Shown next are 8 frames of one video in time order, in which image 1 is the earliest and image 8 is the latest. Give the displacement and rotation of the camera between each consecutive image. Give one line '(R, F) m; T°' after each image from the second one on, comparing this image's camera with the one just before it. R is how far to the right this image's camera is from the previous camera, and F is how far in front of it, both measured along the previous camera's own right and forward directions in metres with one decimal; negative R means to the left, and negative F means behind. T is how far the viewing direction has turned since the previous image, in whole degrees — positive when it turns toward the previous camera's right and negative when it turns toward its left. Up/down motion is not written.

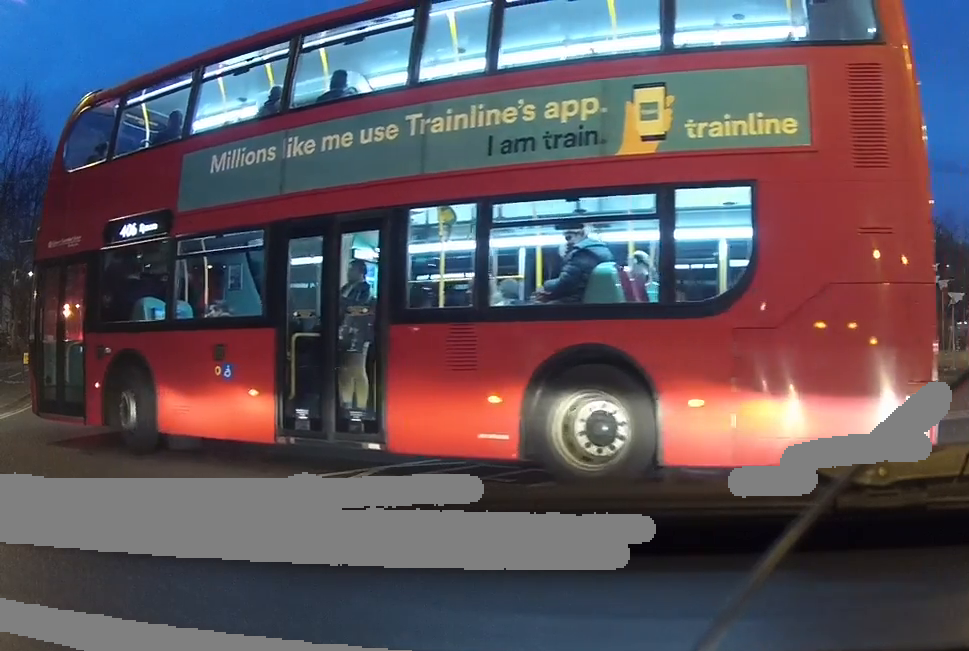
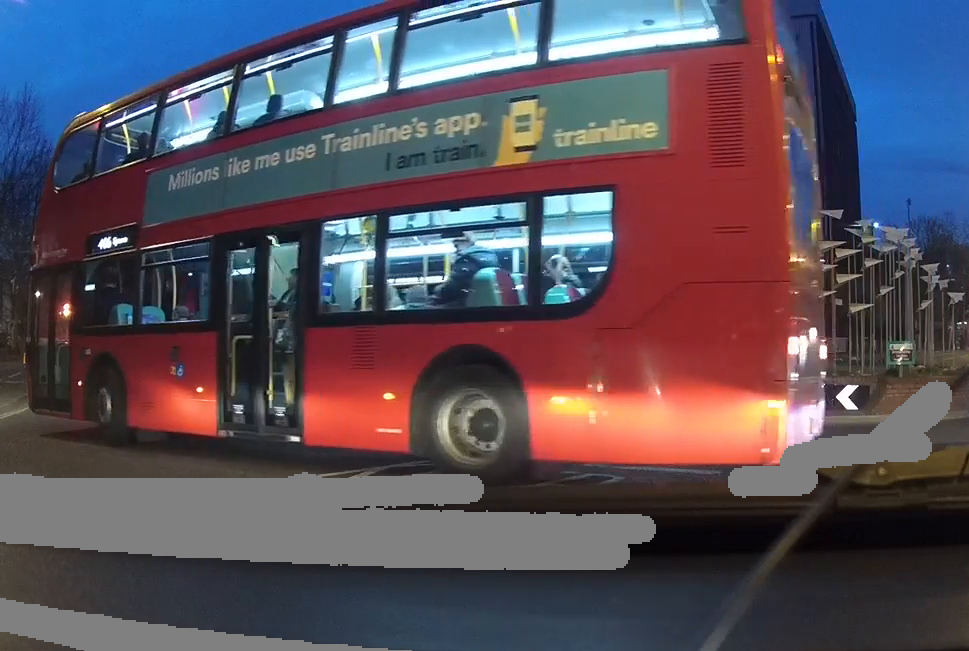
(0.0, 0.0) m; 0°
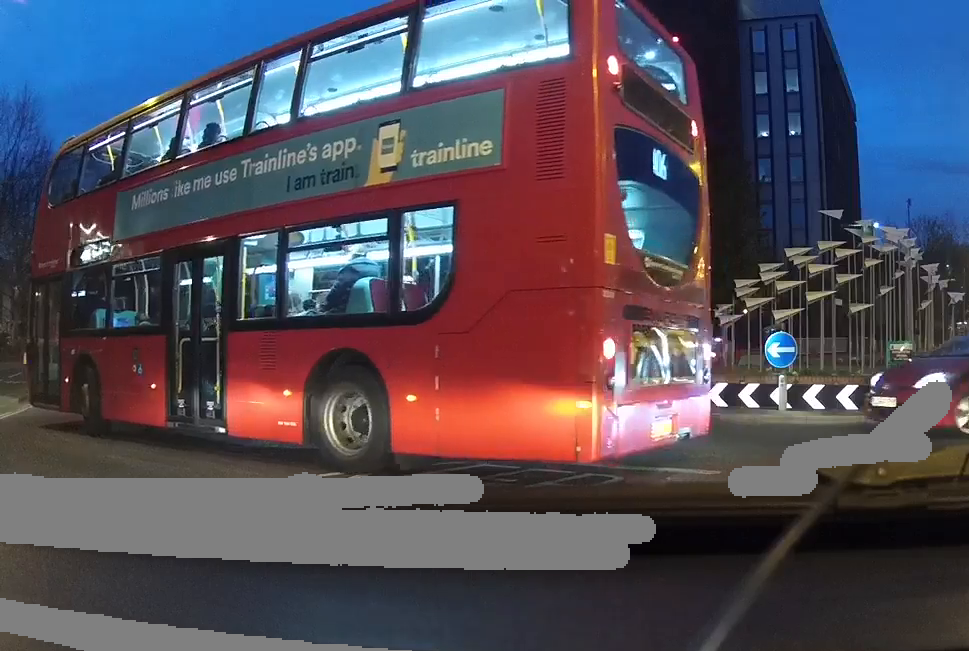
(0.0, 0.0) m; 0°
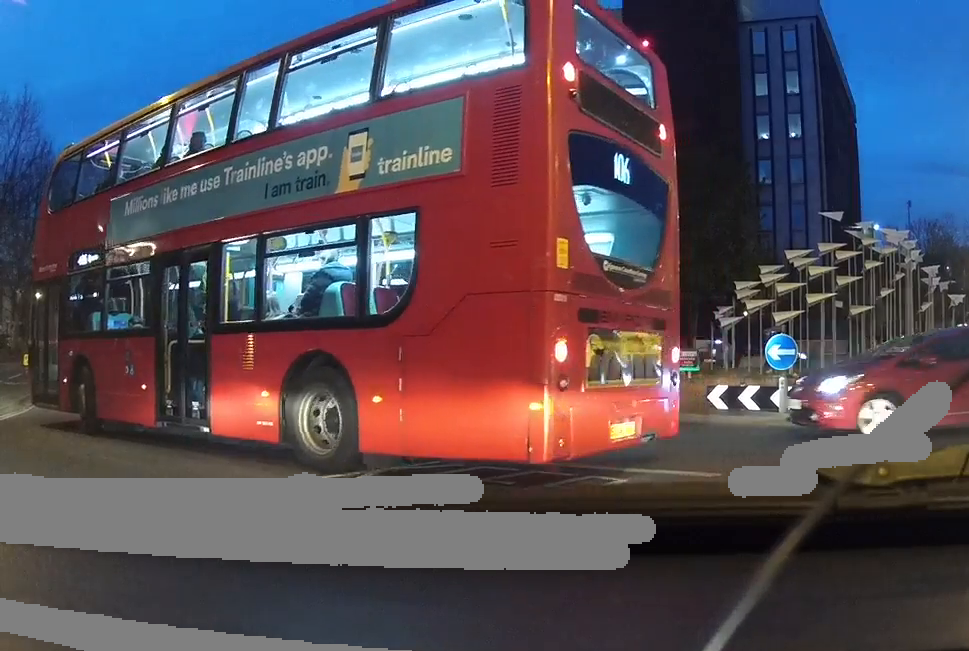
(0.0, 0.0) m; 0°
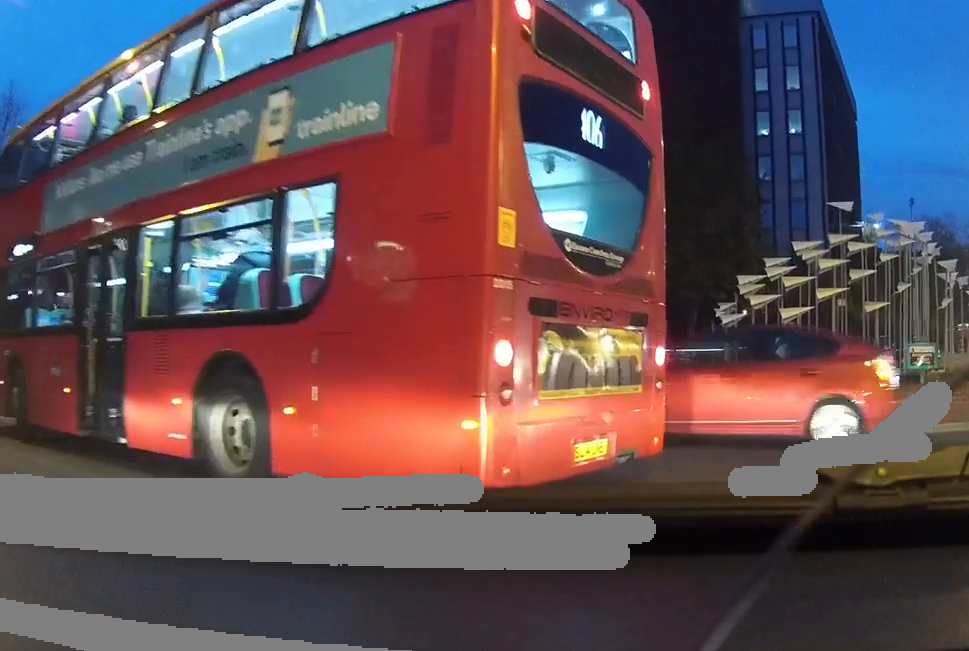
(0.0, 0.0) m; 0°
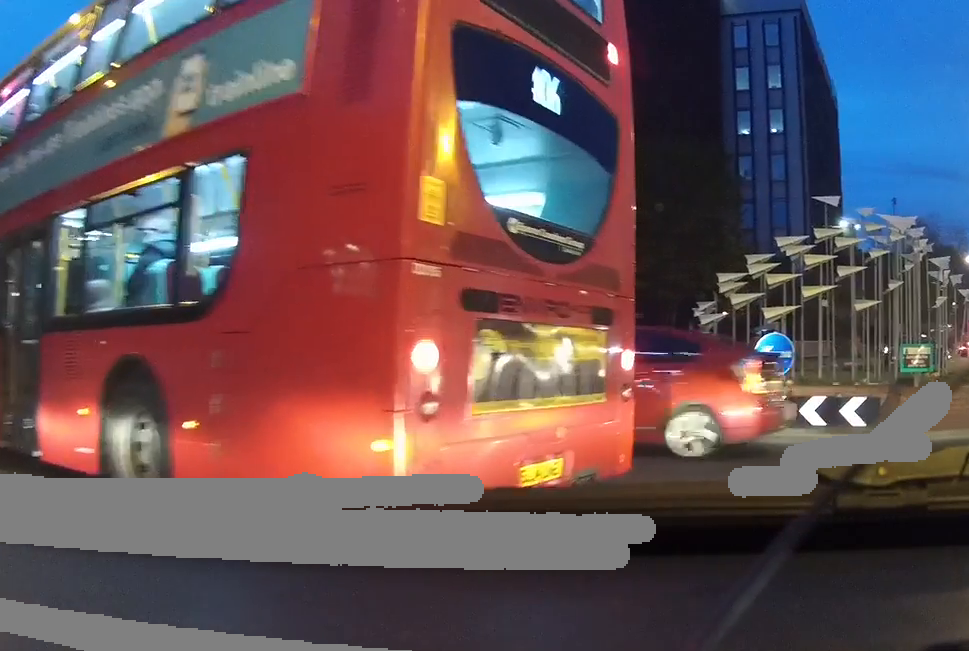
(0.0, +0.1) m; 0°
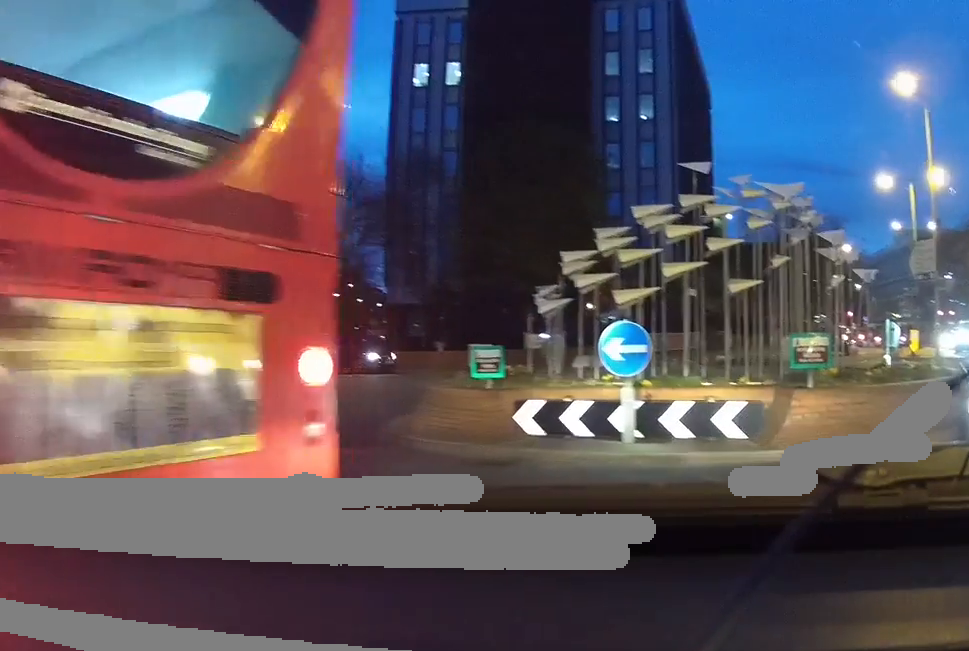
(+0.1, +1.0) m; 0°
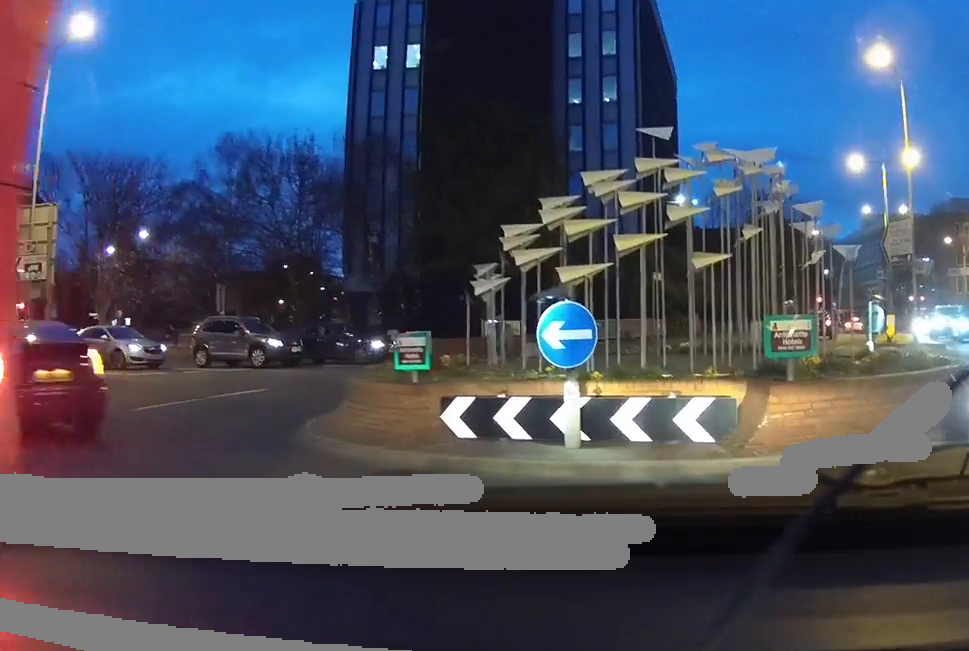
(+0.1, +1.3) m; 0°
